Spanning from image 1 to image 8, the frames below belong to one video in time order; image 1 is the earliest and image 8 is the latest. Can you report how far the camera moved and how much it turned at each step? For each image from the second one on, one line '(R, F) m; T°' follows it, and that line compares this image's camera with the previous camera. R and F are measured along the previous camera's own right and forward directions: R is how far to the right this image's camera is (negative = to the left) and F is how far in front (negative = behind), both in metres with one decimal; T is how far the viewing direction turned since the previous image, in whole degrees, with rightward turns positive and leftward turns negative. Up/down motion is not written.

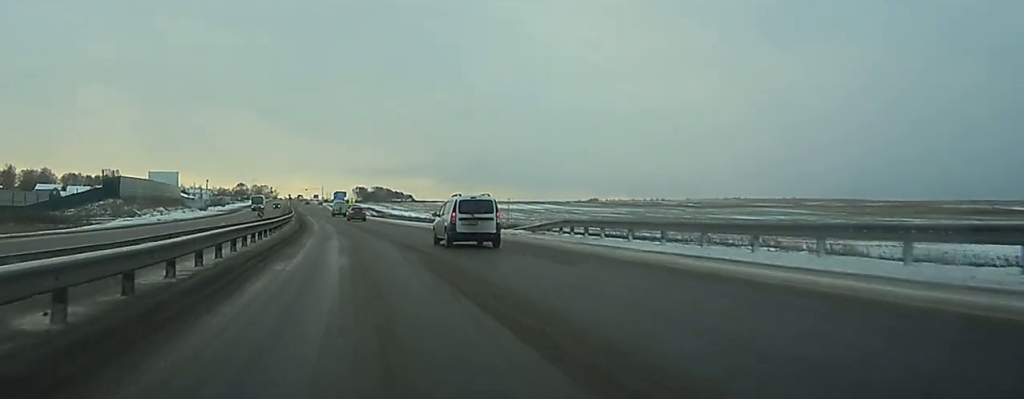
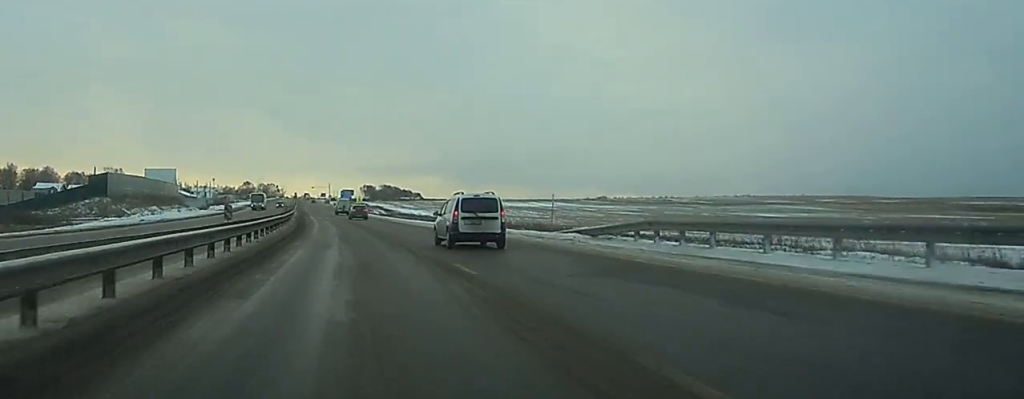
(0.0, +9.4) m; 0°
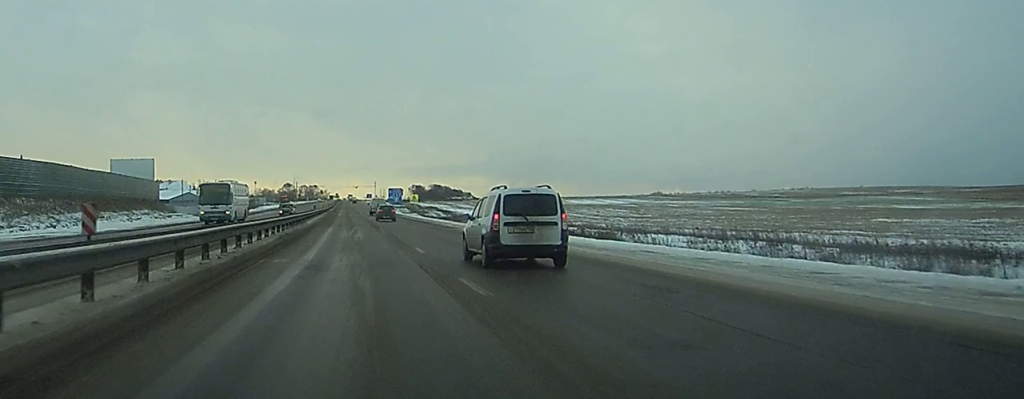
(0.0, +50.5) m; -1°
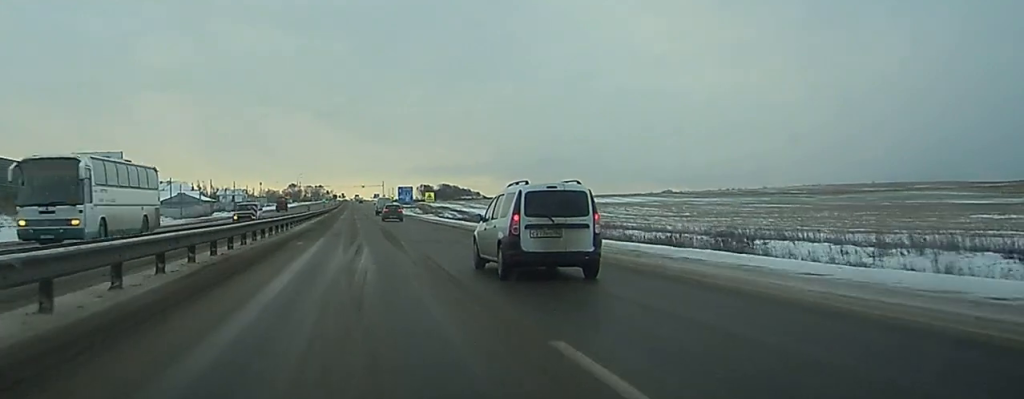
(-0.2, +19.0) m; -1°
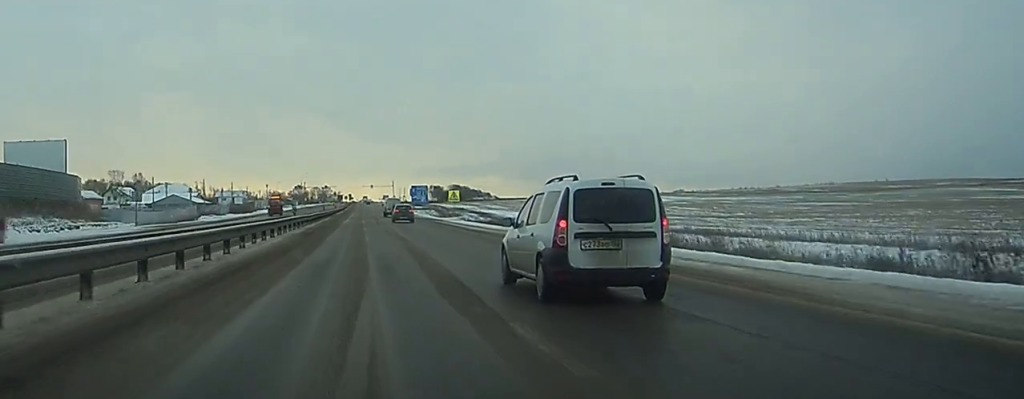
(-0.2, +22.3) m; 0°
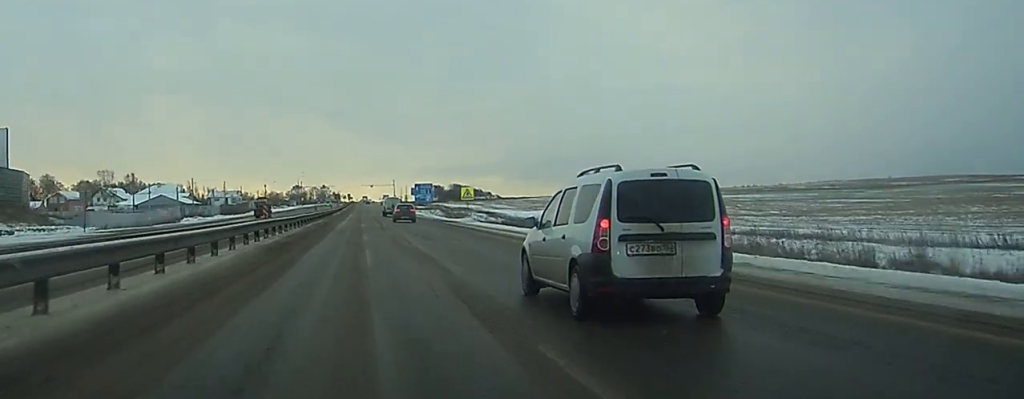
(-0.1, +13.5) m; 0°
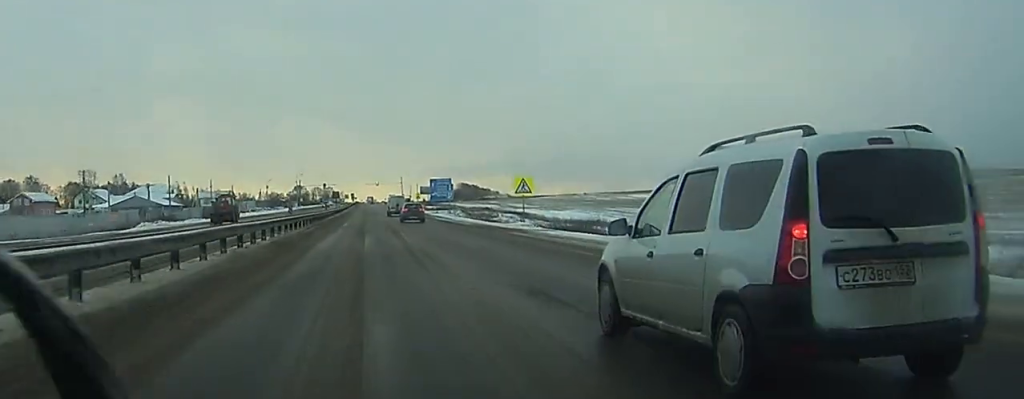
(+0.1, +28.7) m; 0°
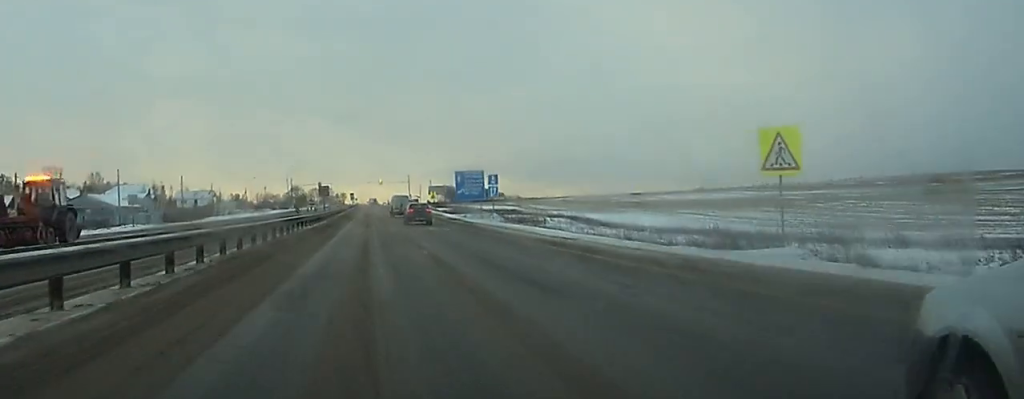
(-0.3, +37.1) m; 0°
